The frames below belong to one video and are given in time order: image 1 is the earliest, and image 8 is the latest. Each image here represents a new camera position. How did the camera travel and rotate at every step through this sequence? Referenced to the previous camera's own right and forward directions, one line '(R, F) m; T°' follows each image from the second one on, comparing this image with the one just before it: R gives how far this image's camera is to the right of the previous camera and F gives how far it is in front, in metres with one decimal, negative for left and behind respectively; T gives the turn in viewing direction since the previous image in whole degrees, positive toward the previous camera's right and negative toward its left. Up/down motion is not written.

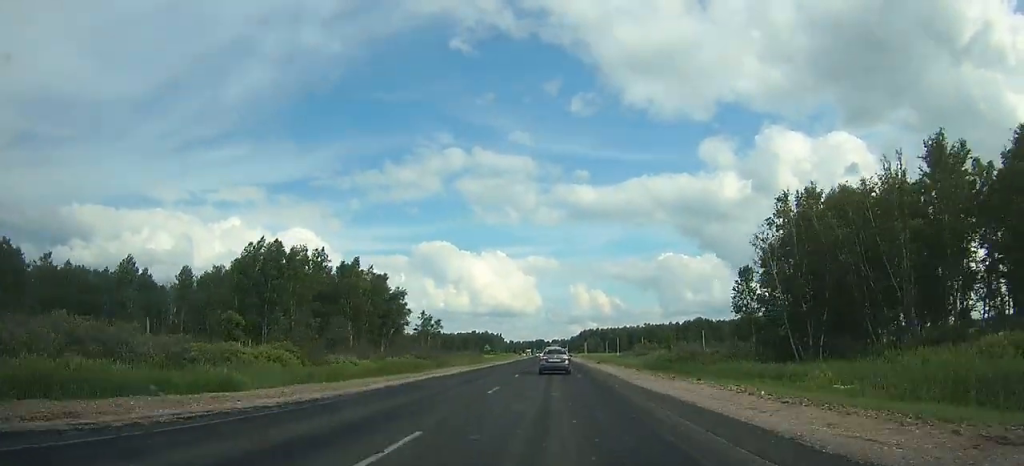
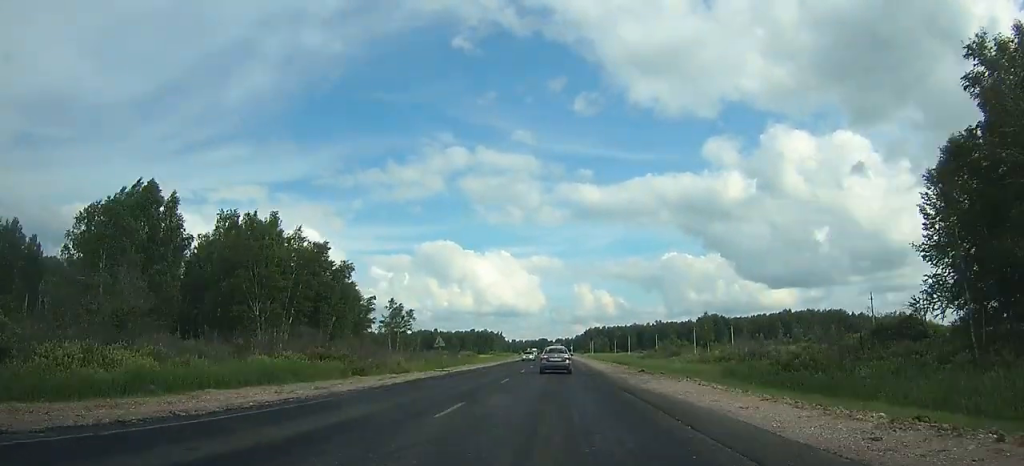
(0.0, +29.6) m; 0°
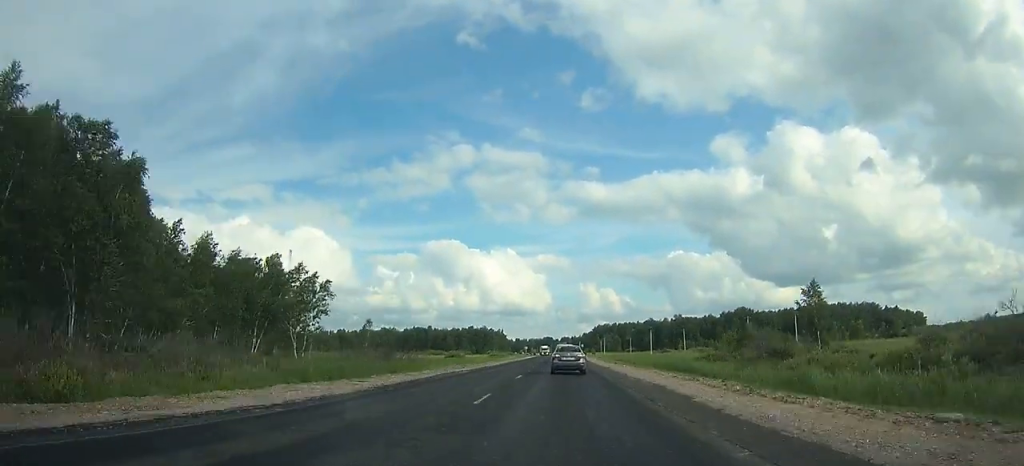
(+0.1, +42.6) m; 0°
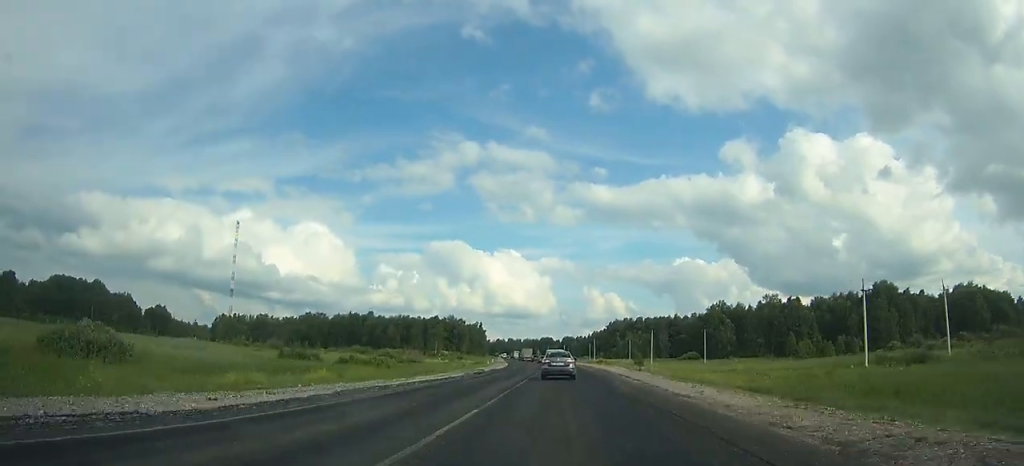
(+0.5, +150.8) m; -1°
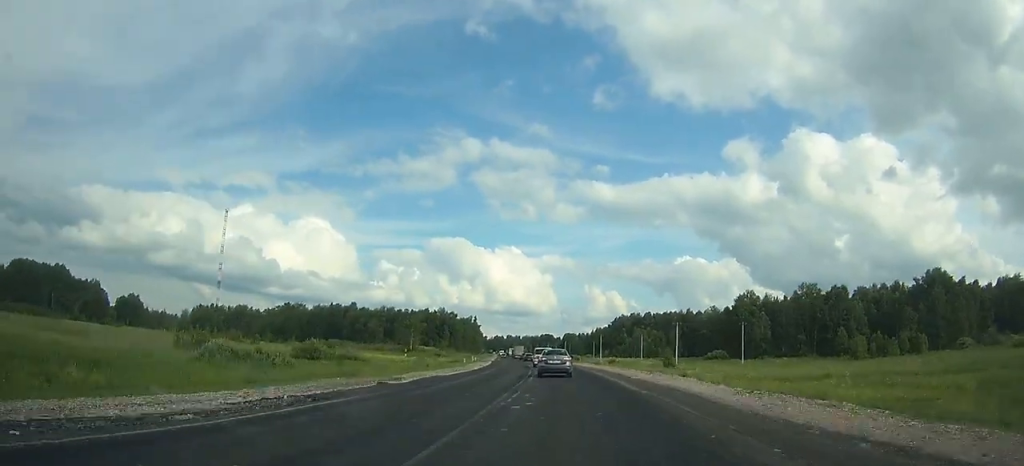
(-0.1, +29.0) m; -1°
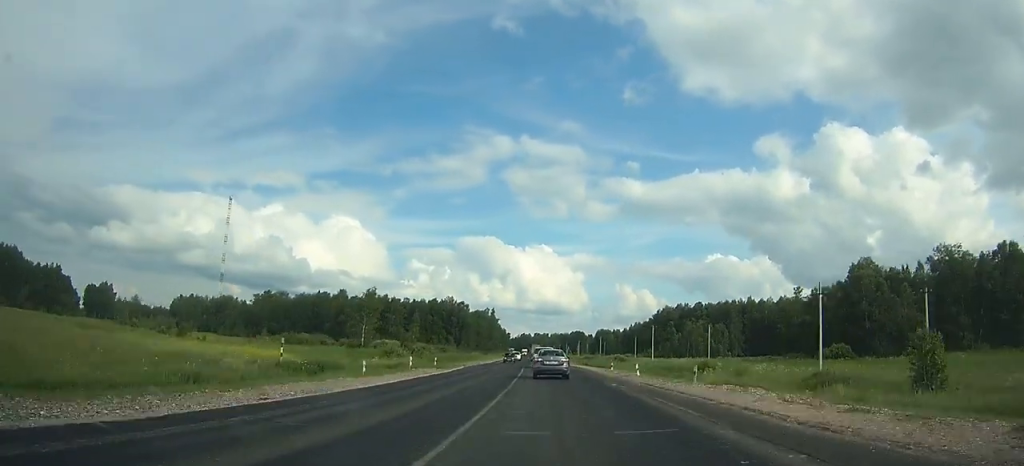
(-1.2, +50.7) m; -2°
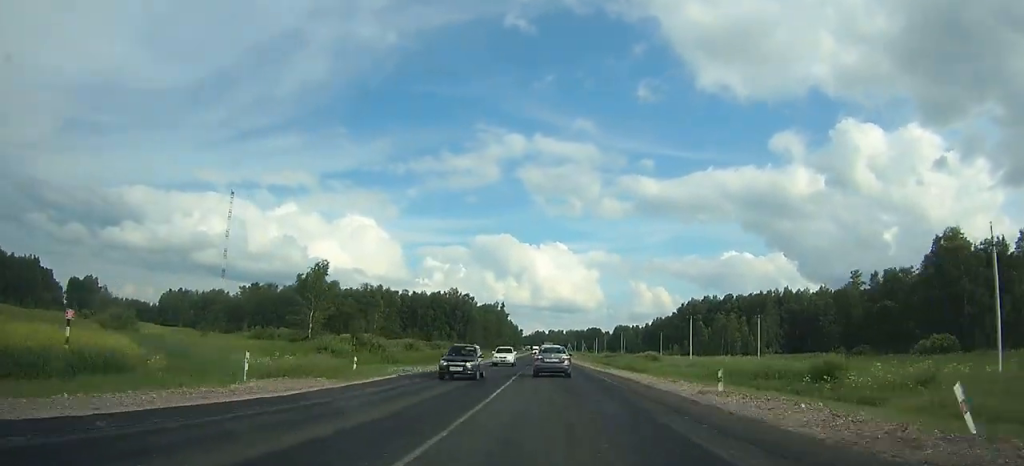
(-0.1, +22.2) m; -1°
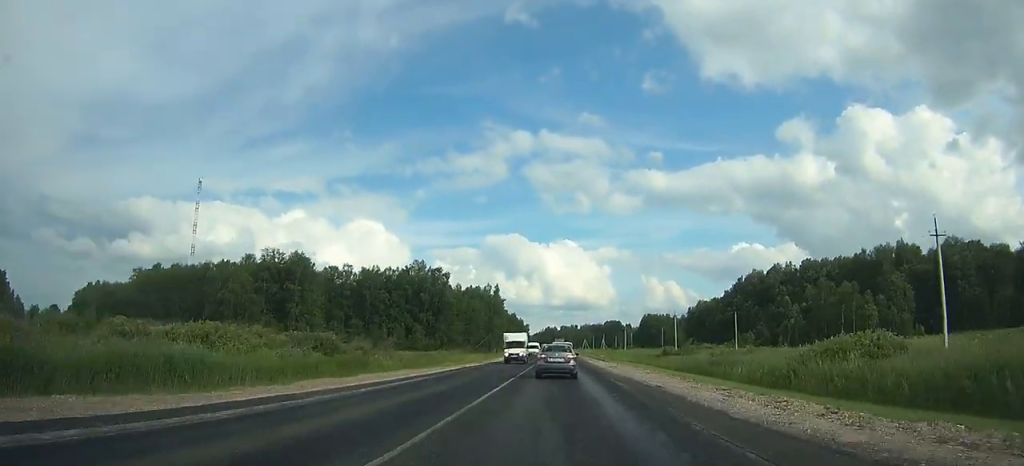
(-0.9, +67.0) m; -1°
